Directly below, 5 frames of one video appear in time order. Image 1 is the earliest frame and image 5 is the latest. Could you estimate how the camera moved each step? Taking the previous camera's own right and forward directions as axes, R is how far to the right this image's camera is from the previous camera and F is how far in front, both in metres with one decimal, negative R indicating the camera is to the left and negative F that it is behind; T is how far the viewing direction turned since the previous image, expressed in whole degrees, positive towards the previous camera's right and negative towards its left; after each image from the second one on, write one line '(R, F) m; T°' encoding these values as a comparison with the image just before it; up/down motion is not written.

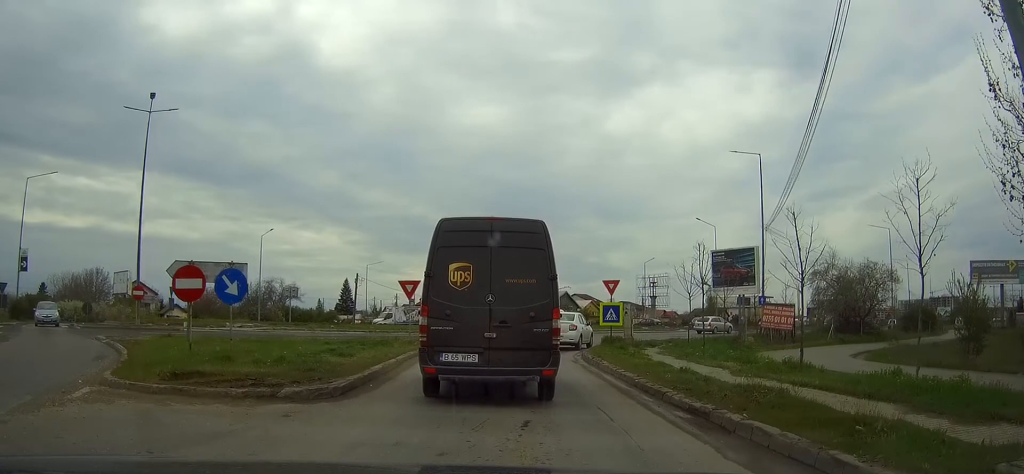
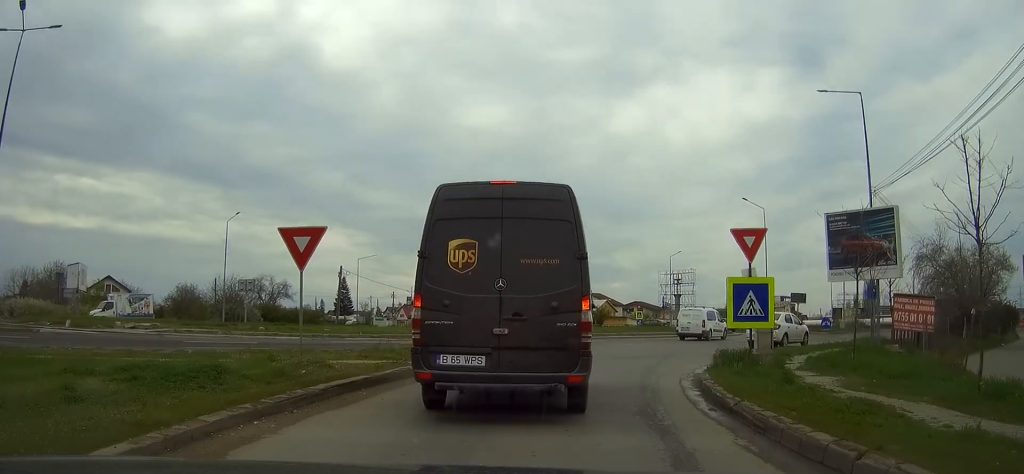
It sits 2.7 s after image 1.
(+0.5, +13.5) m; +3°
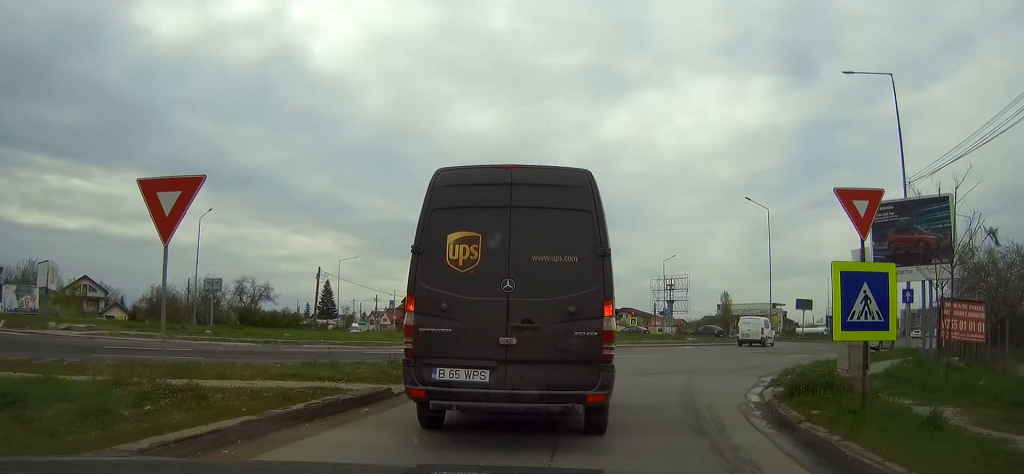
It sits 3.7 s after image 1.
(0.0, +4.9) m; -1°
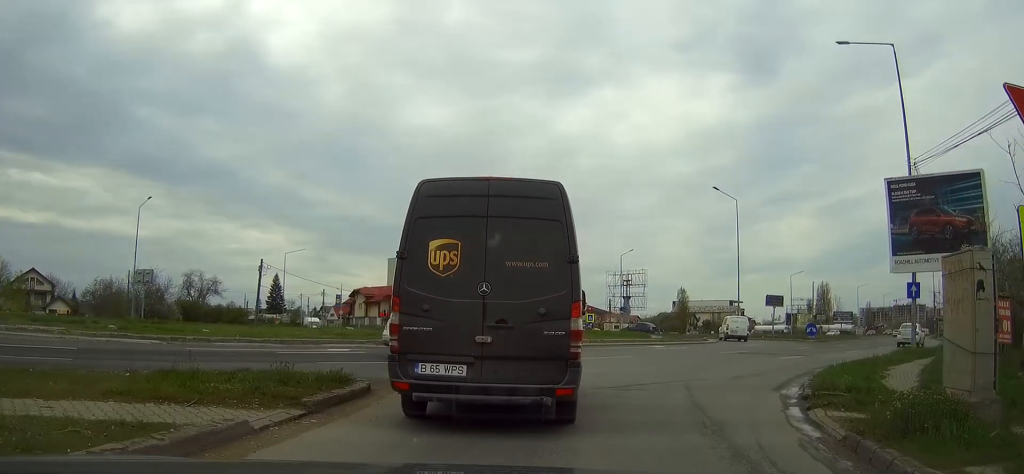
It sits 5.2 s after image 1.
(-0.2, +5.9) m; -2°
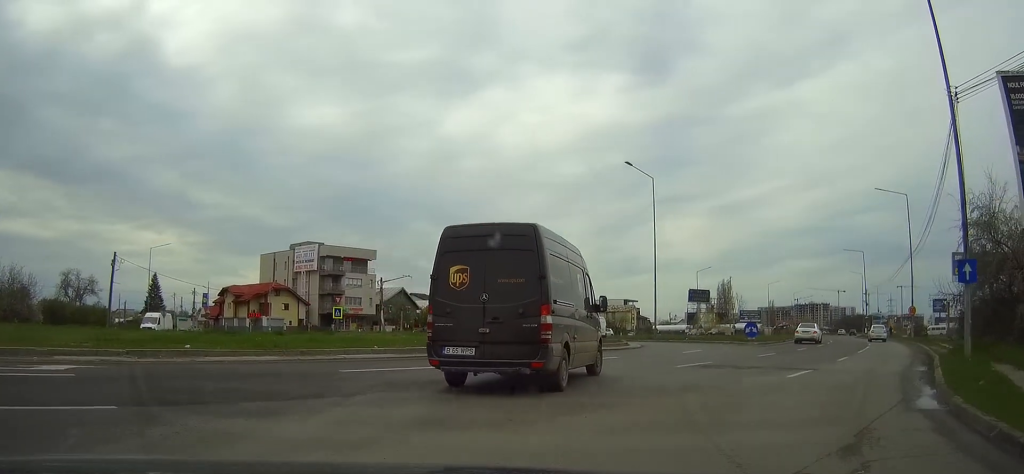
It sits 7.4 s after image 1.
(+1.4, +9.8) m; +18°
